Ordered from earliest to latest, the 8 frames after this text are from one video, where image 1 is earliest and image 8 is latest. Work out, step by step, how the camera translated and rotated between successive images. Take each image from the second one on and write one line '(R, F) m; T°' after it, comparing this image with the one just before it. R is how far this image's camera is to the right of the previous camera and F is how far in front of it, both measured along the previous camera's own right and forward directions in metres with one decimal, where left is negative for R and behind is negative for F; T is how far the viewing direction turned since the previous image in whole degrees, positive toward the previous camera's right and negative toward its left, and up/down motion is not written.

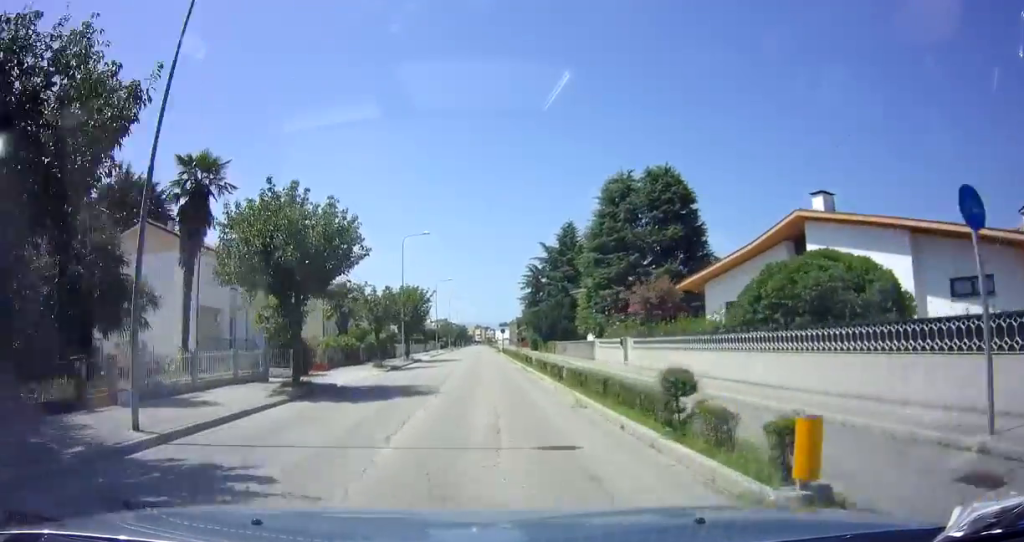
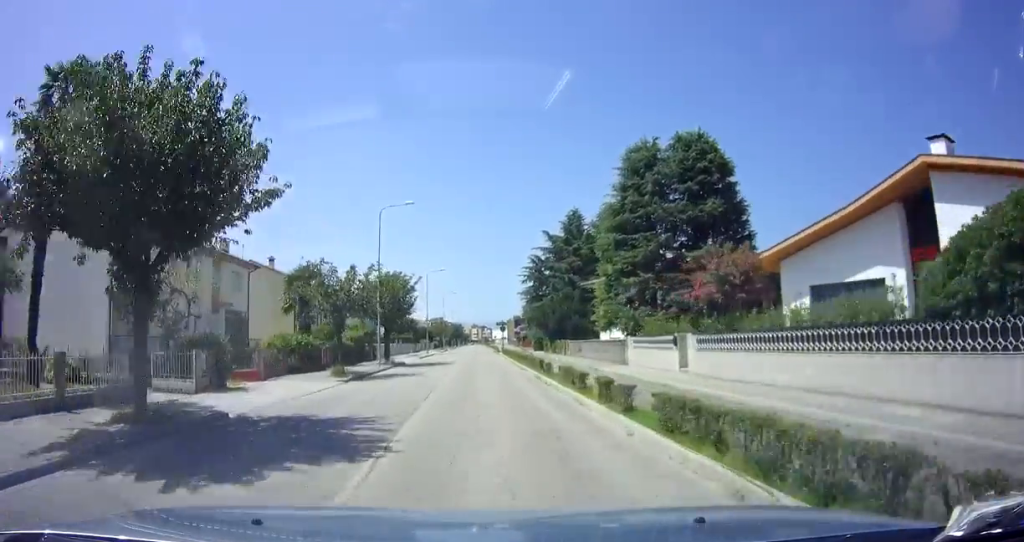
(+0.2, +8.1) m; +1°
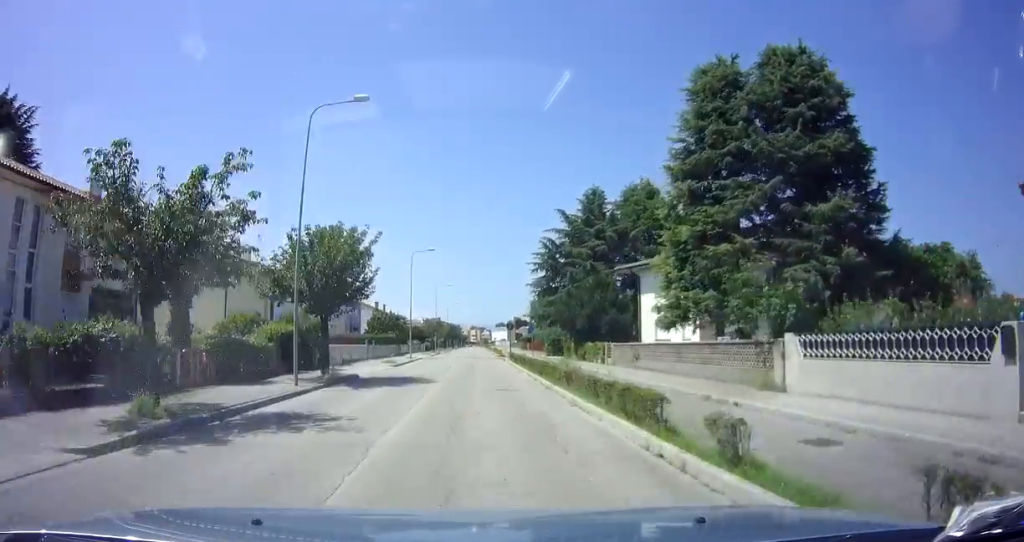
(0.0, +14.1) m; 0°
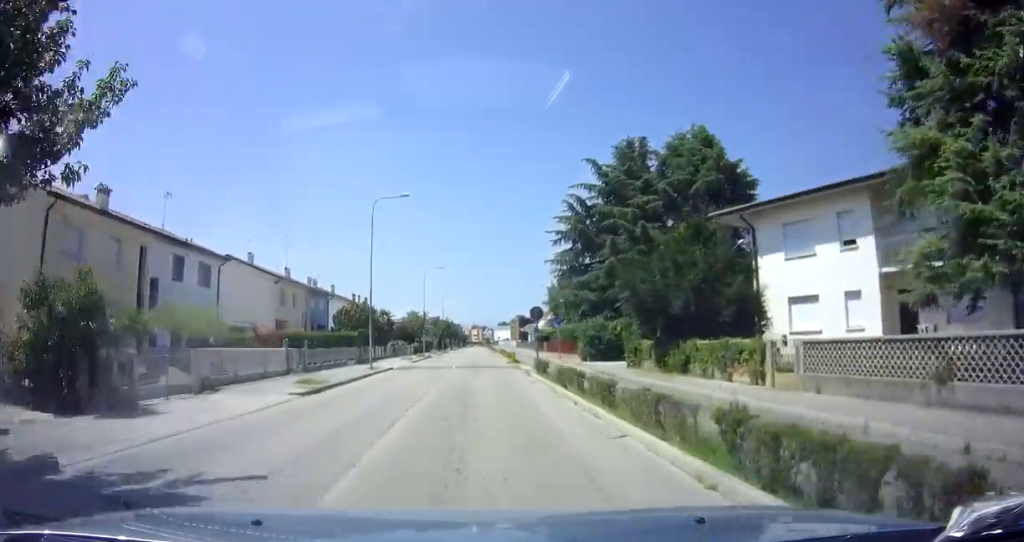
(0.0, +17.5) m; 0°
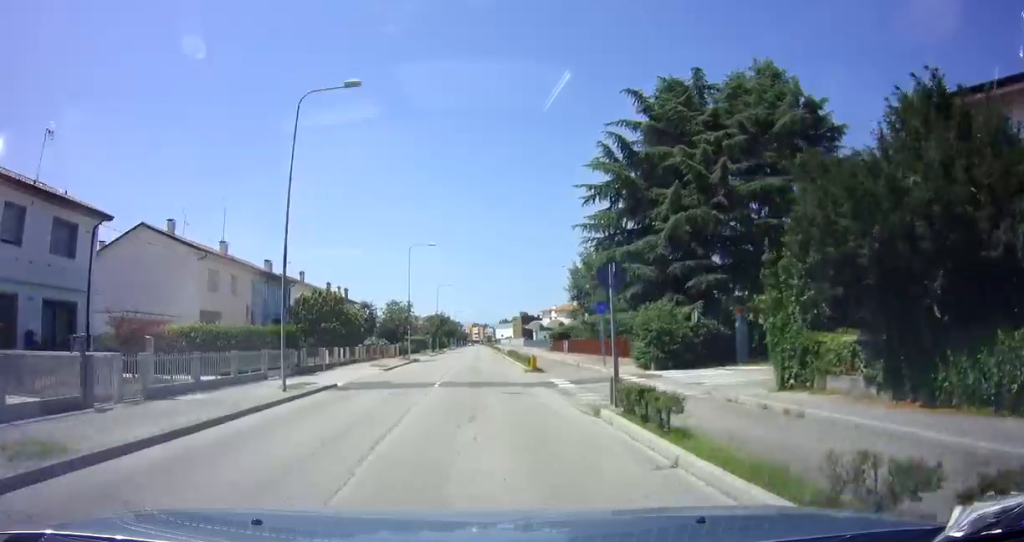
(+0.1, +13.5) m; 0°
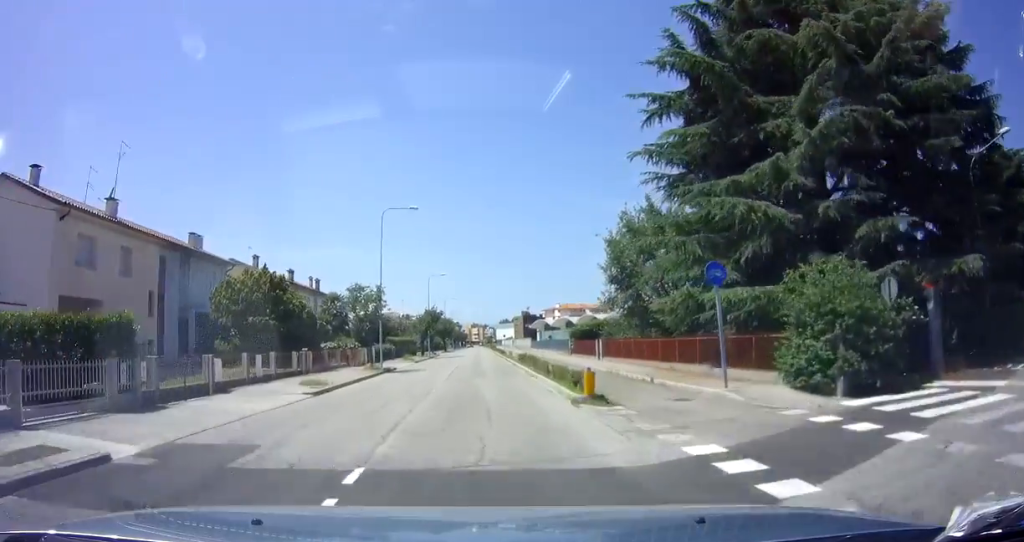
(0.0, +12.6) m; 0°
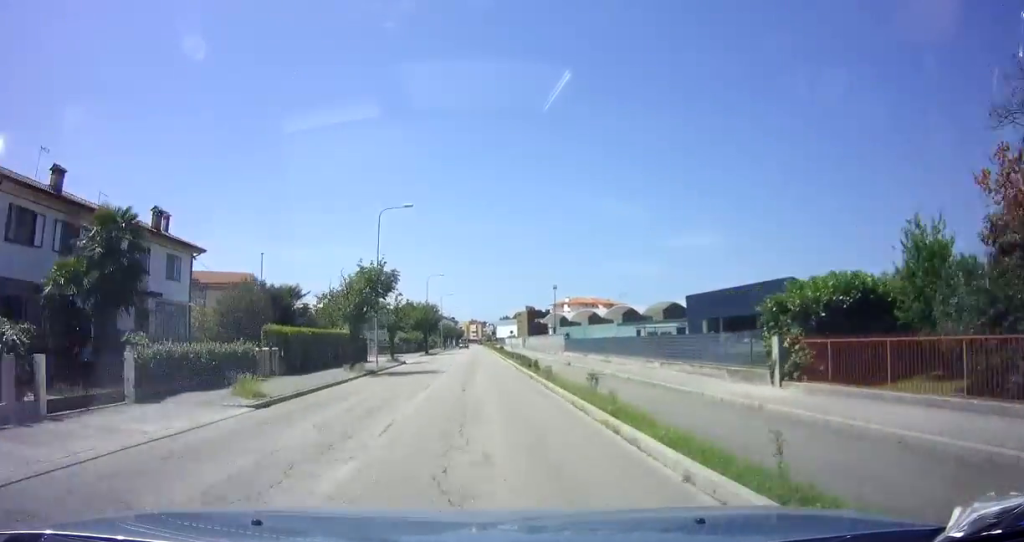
(-0.2, +31.2) m; -1°
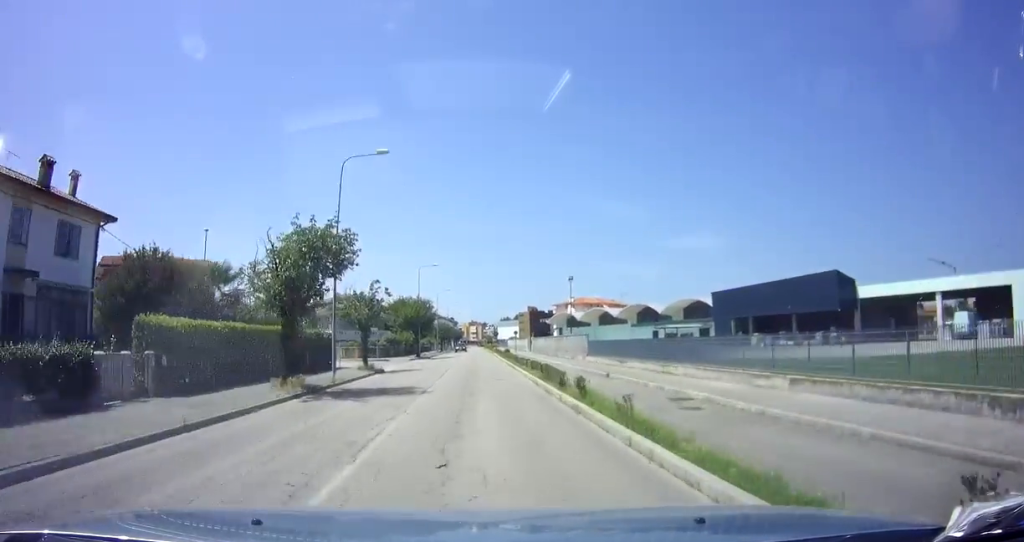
(0.0, +9.4) m; -1°
